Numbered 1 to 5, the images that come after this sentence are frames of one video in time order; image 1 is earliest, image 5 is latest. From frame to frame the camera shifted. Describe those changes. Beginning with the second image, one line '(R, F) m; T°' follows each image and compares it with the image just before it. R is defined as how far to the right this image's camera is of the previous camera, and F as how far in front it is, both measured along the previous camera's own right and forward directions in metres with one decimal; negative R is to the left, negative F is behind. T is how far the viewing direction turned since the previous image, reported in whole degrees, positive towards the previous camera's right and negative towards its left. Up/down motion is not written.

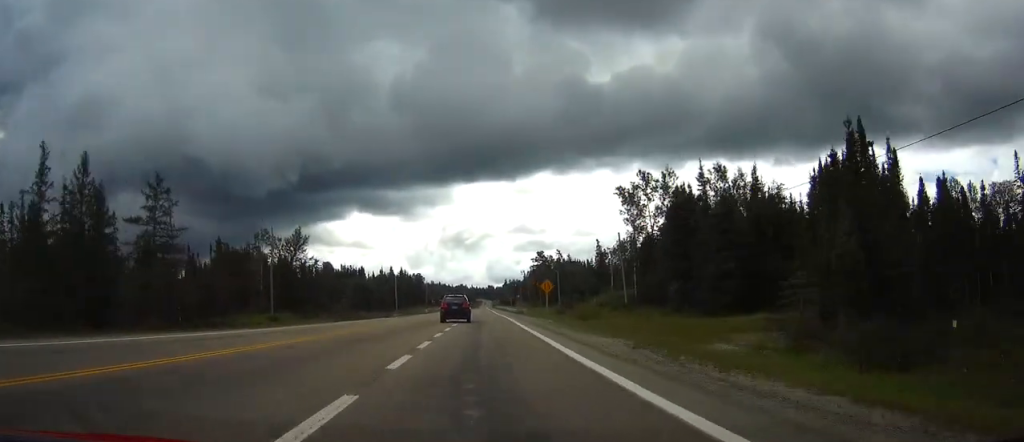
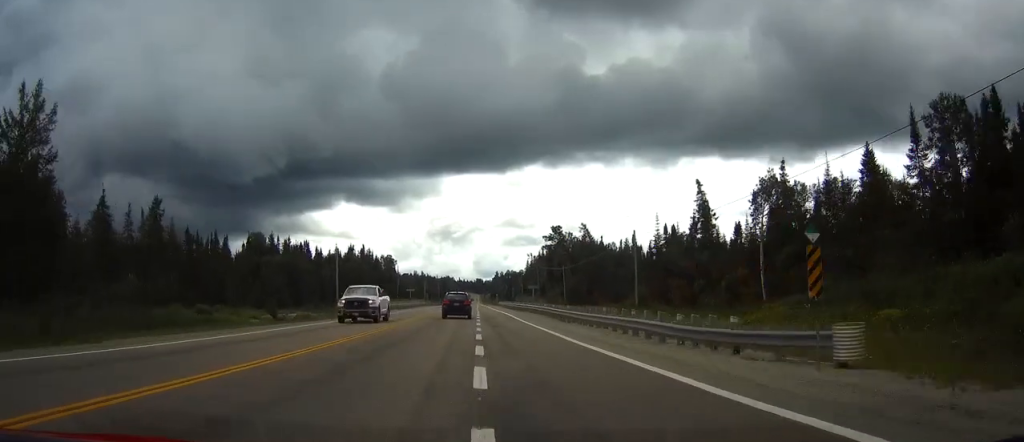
(+1.0, +73.6) m; +1°
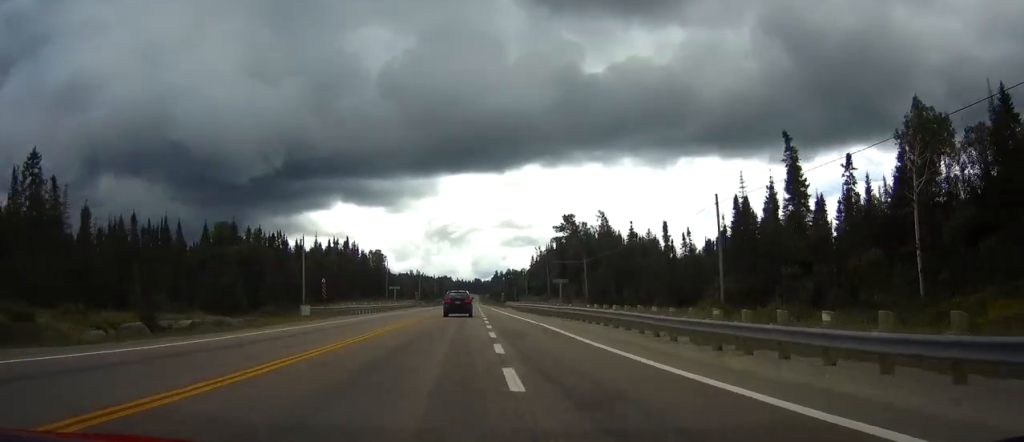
(0.0, +24.7) m; 0°
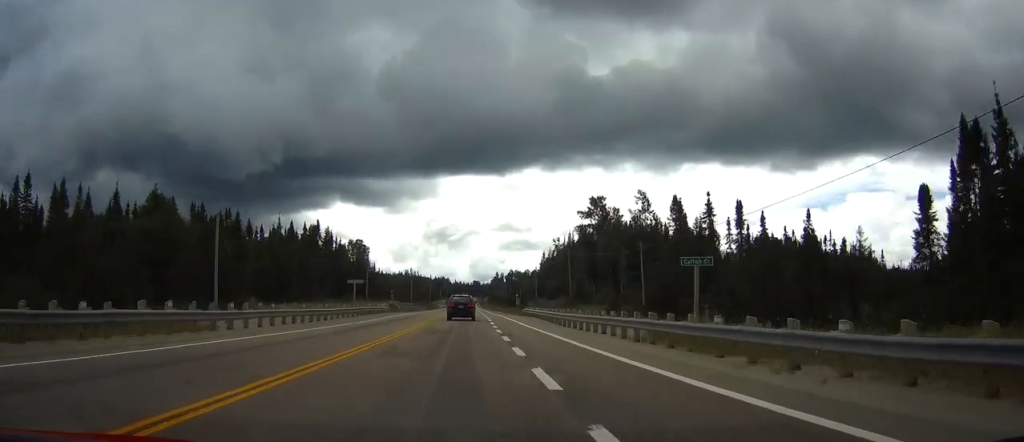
(0.0, +34.9) m; 0°
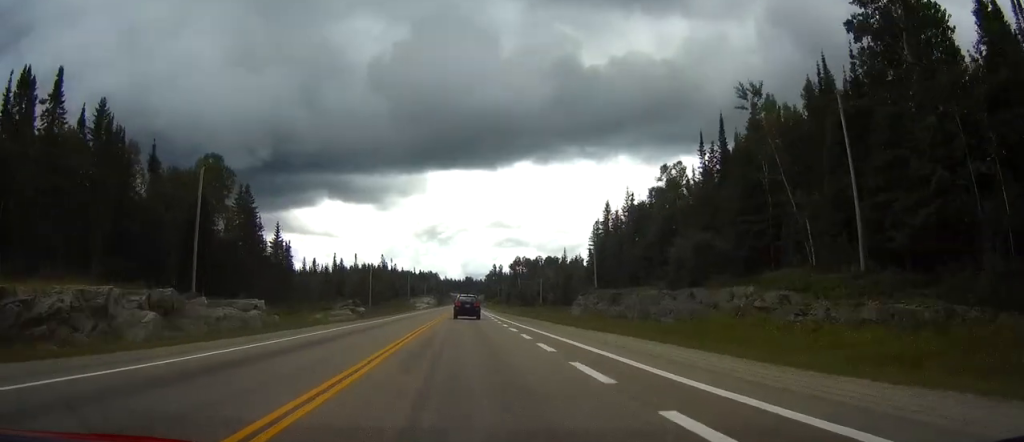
(+0.7, +95.7) m; +1°
